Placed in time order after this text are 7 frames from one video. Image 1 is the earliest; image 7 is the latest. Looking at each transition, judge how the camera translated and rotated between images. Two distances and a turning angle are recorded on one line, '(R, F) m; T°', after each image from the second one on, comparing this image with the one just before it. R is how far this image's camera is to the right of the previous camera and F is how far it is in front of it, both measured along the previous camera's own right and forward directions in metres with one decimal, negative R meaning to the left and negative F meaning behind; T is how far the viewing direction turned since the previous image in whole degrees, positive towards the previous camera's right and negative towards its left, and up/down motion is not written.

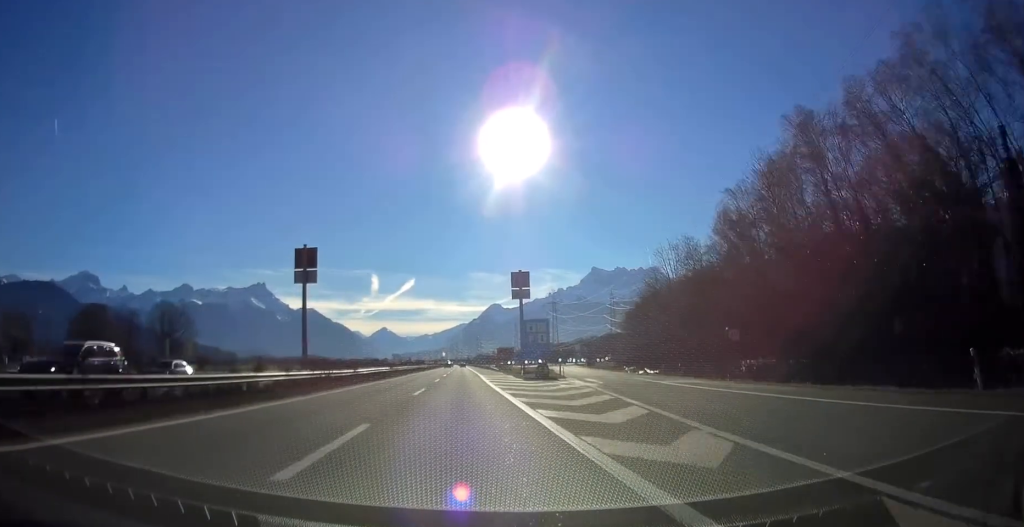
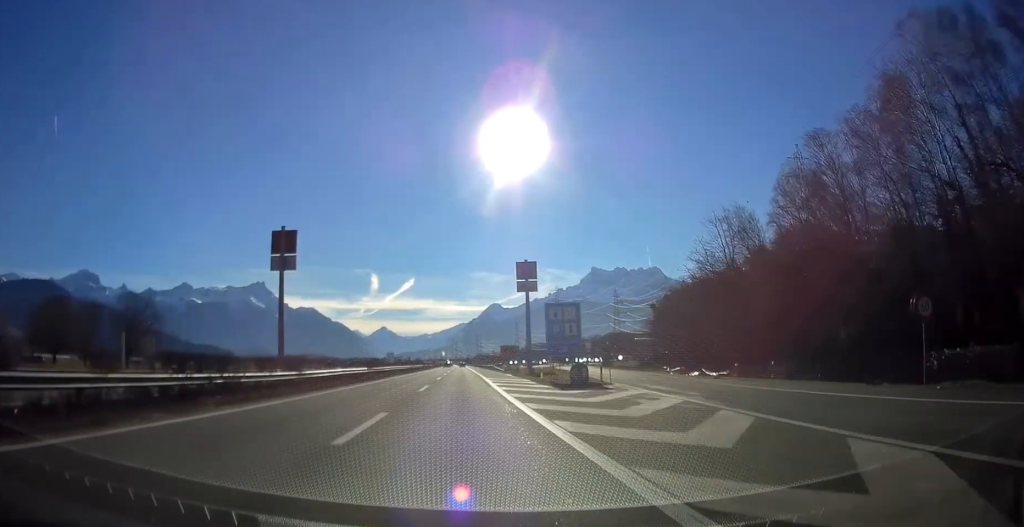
(0.0, +14.6) m; 0°
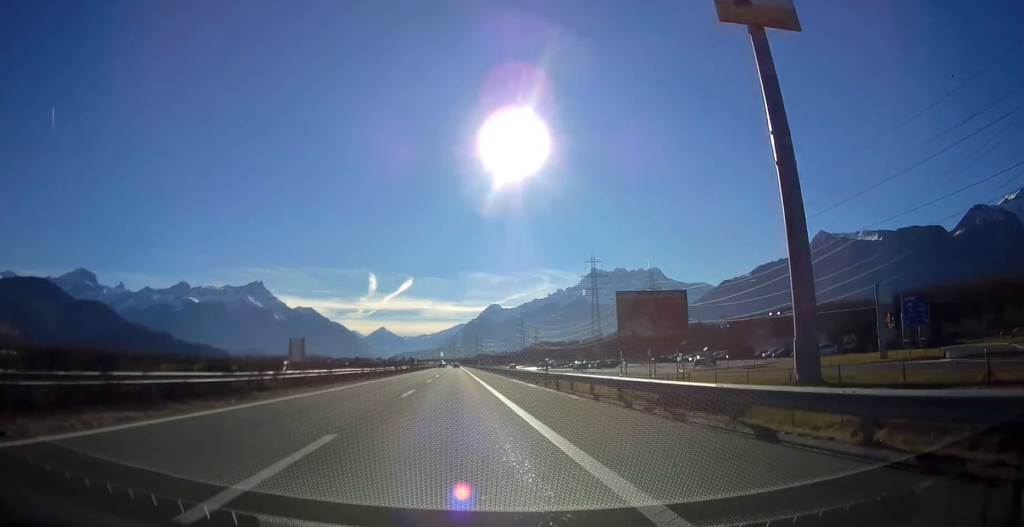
(+0.5, +112.8) m; 0°
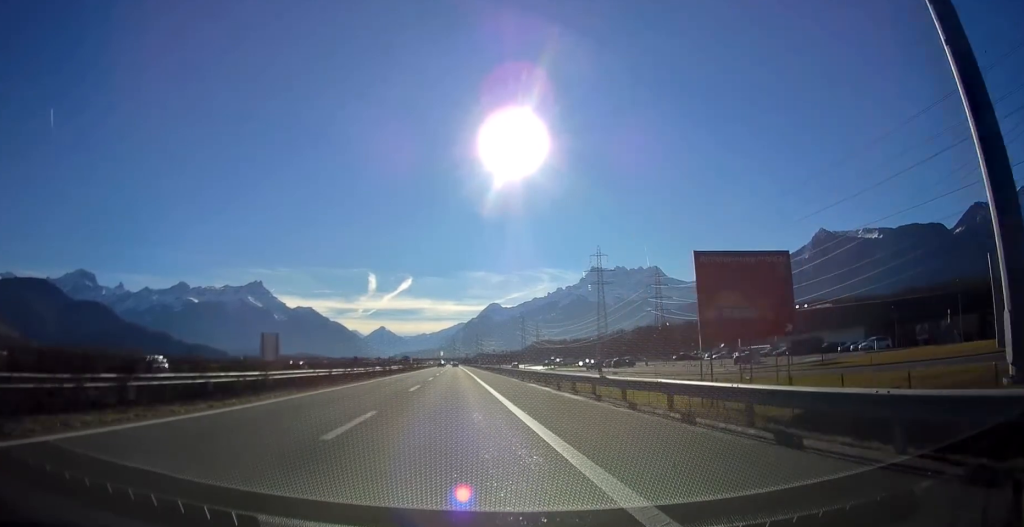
(0.0, +13.5) m; 0°
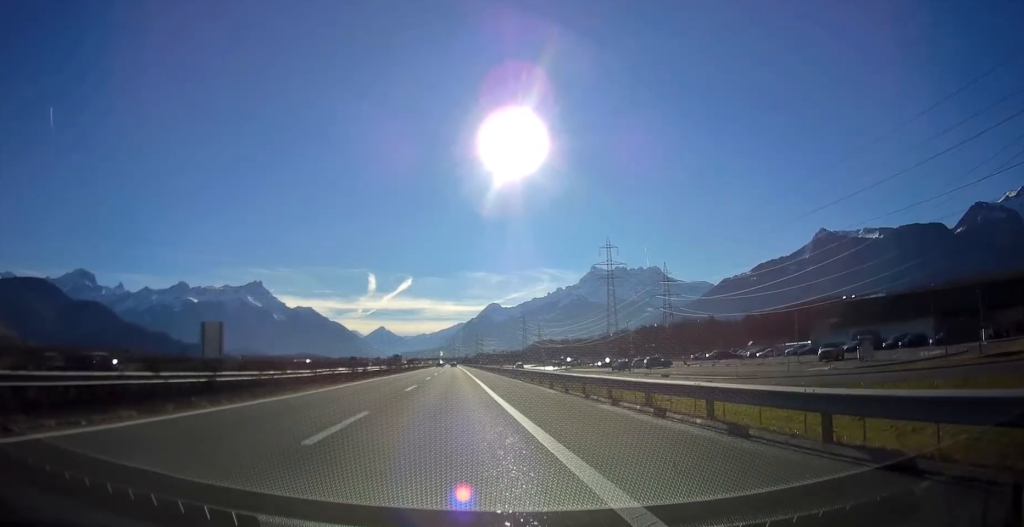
(-0.1, +18.0) m; 0°
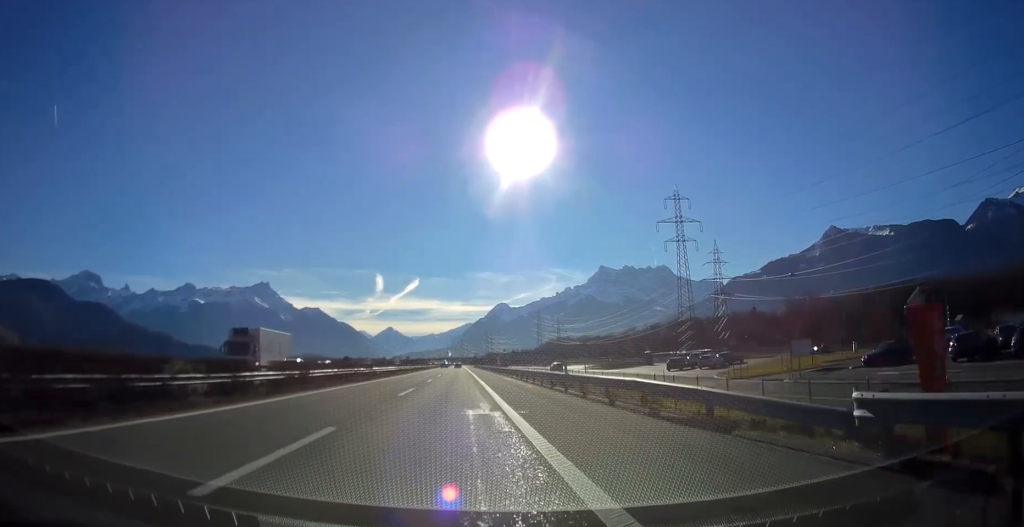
(0.0, +75.4) m; -1°
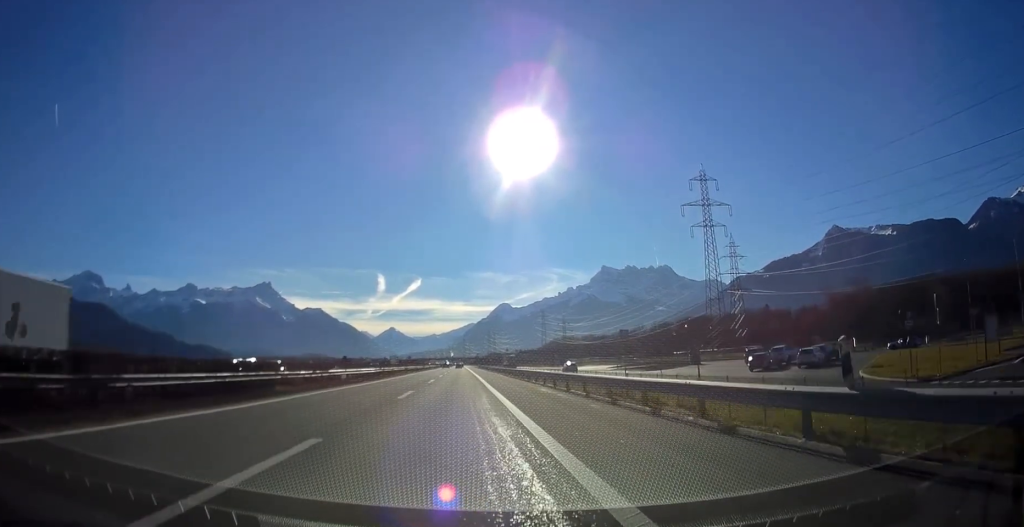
(-0.1, +20.3) m; 0°
